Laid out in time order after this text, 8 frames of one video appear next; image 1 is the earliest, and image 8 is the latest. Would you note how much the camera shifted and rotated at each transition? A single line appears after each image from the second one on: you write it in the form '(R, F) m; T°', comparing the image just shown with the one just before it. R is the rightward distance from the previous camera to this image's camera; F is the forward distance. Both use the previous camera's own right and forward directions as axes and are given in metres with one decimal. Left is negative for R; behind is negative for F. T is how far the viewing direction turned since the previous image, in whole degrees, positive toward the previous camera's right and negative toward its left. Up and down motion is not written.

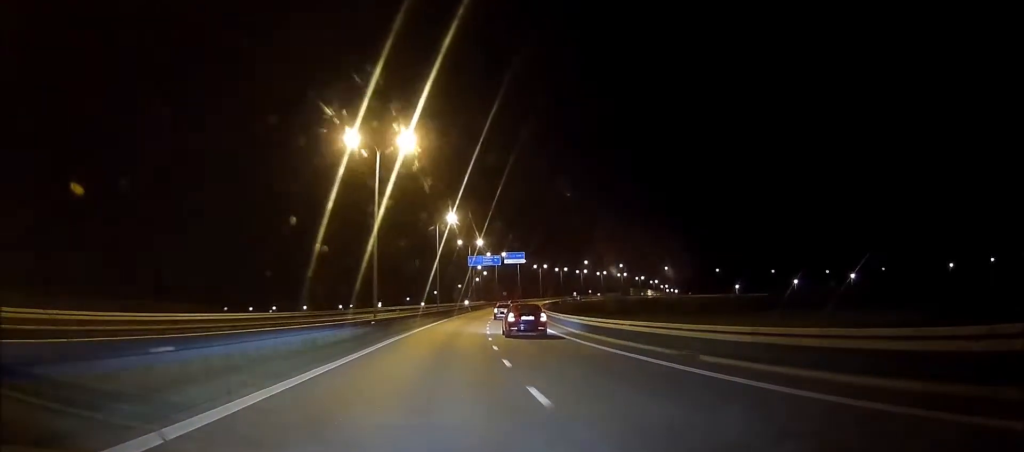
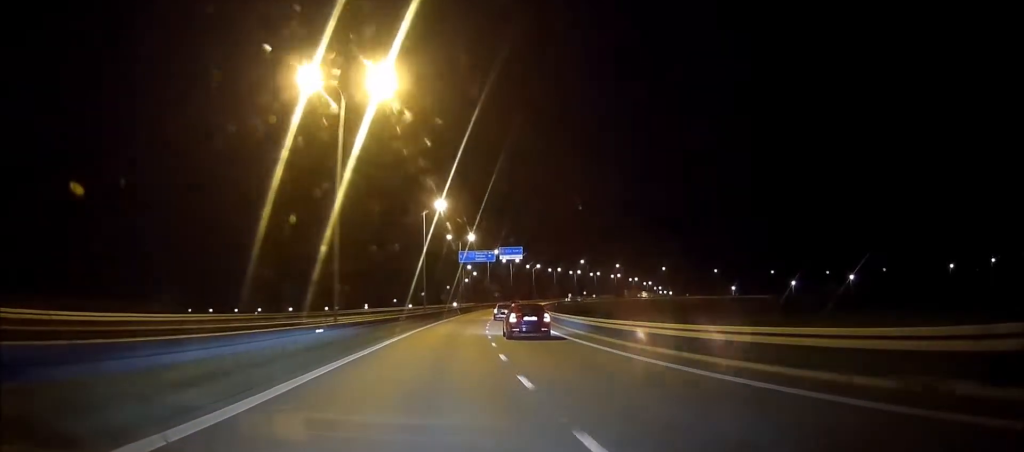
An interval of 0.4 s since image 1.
(0.0, +10.3) m; +1°
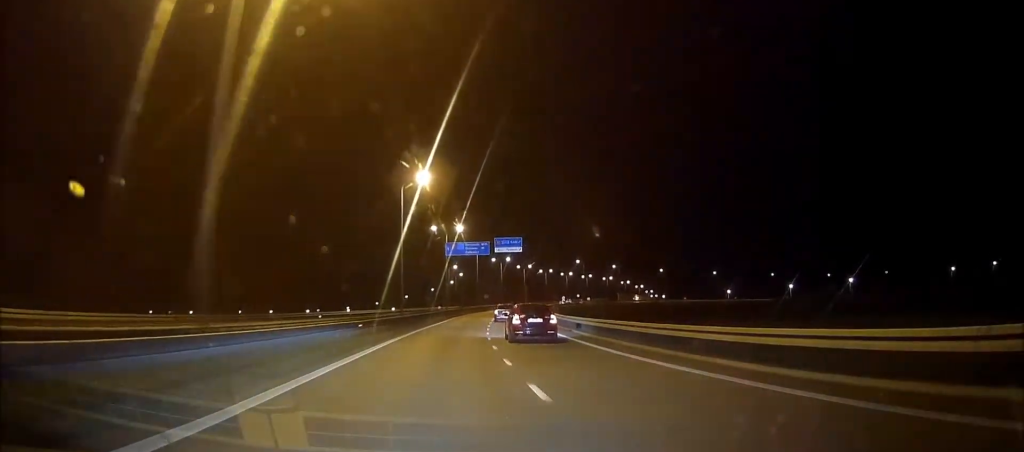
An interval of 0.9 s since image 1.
(+0.2, +13.5) m; +1°
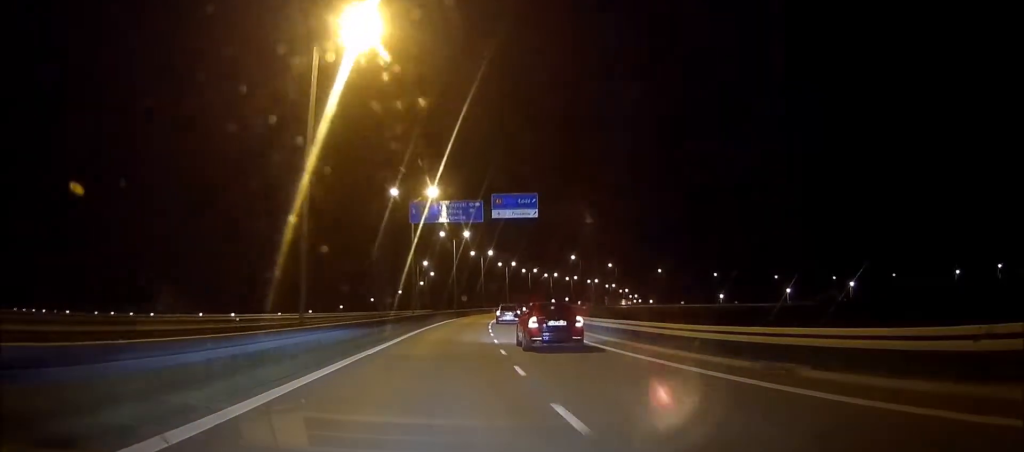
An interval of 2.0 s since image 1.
(+0.5, +25.6) m; +2°
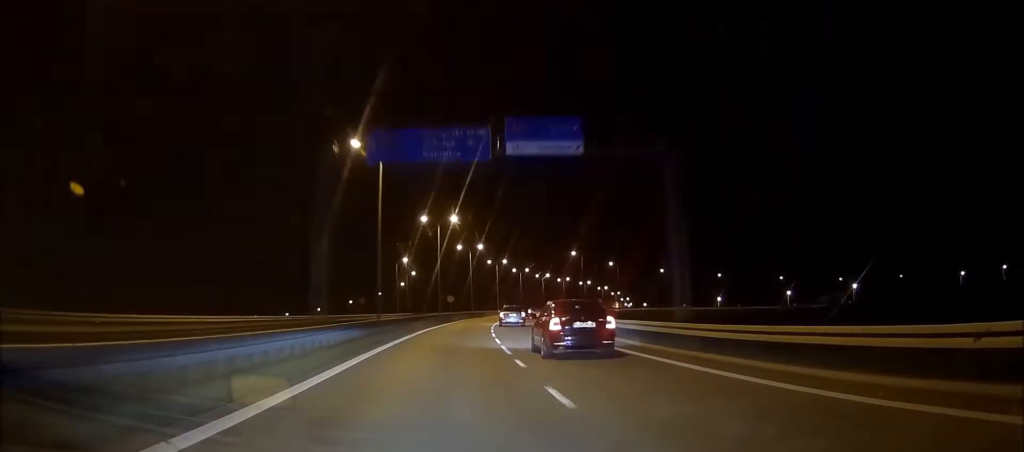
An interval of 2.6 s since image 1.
(+0.2, +15.2) m; +2°
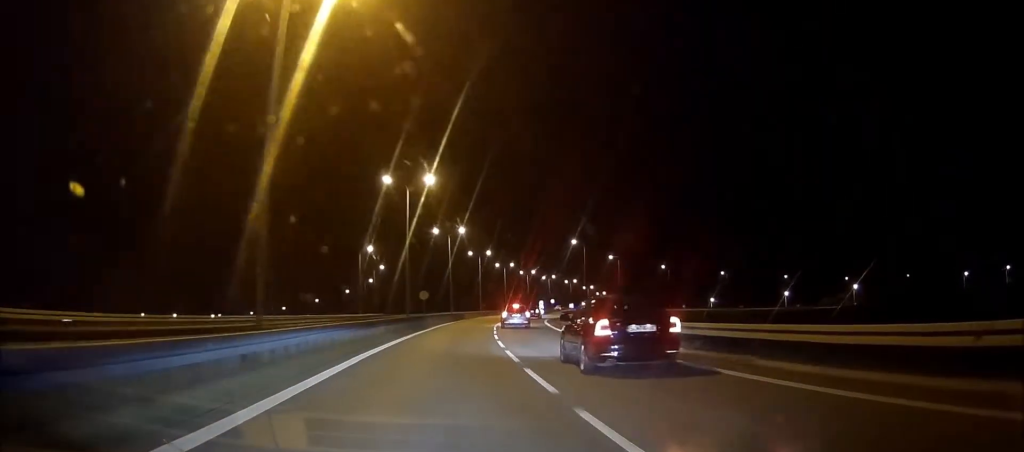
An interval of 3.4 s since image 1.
(+0.3, +18.5) m; +3°
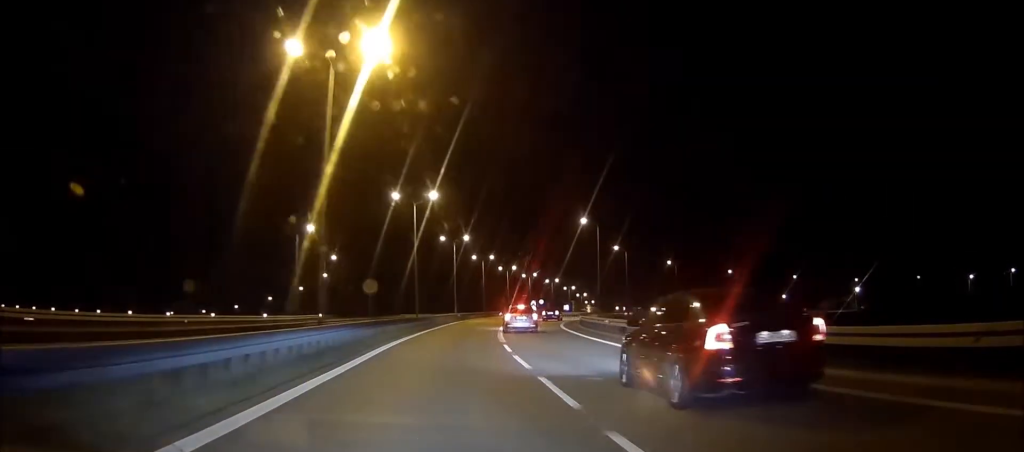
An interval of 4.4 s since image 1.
(+0.7, +21.7) m; +3°
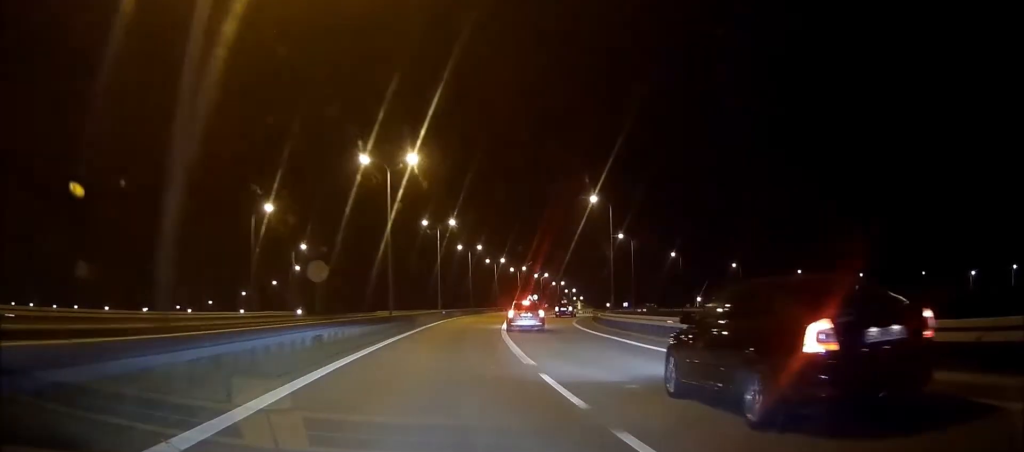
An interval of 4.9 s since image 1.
(+0.2, +10.4) m; +1°
